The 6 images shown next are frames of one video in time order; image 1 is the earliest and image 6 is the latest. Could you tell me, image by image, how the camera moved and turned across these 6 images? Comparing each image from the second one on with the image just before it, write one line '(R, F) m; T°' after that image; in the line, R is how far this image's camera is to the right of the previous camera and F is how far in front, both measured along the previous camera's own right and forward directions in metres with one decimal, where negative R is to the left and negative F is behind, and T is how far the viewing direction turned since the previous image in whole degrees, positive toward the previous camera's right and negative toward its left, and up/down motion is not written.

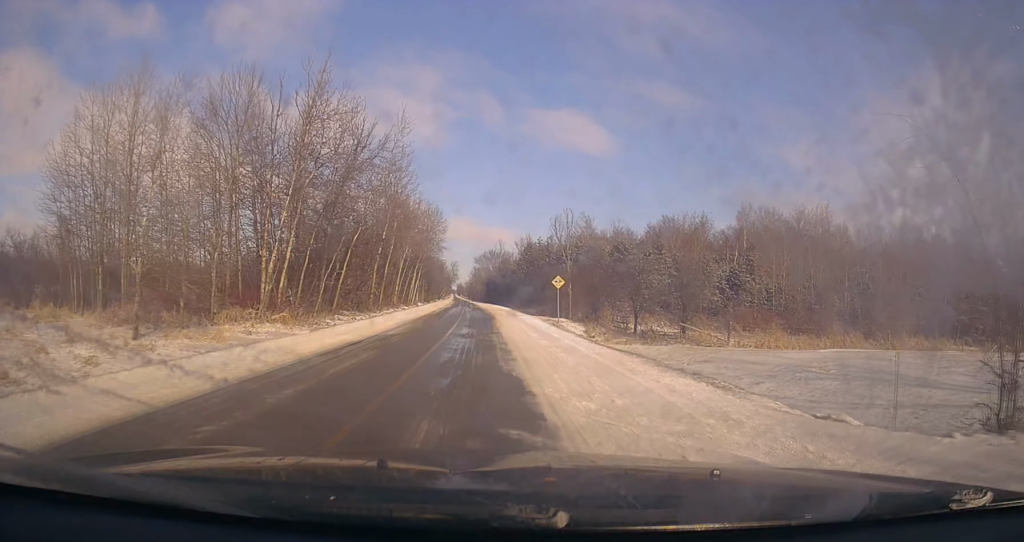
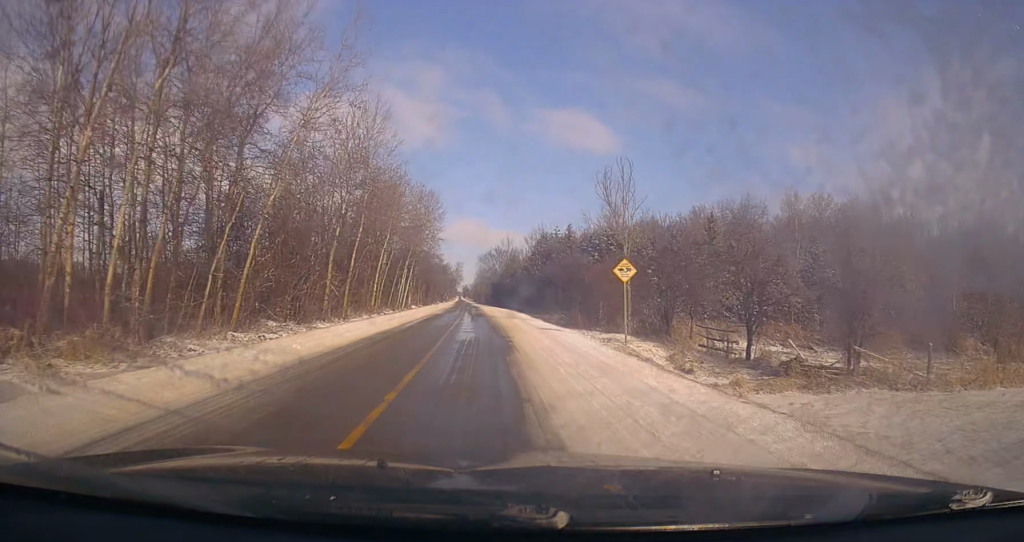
(-0.6, +17.4) m; 0°
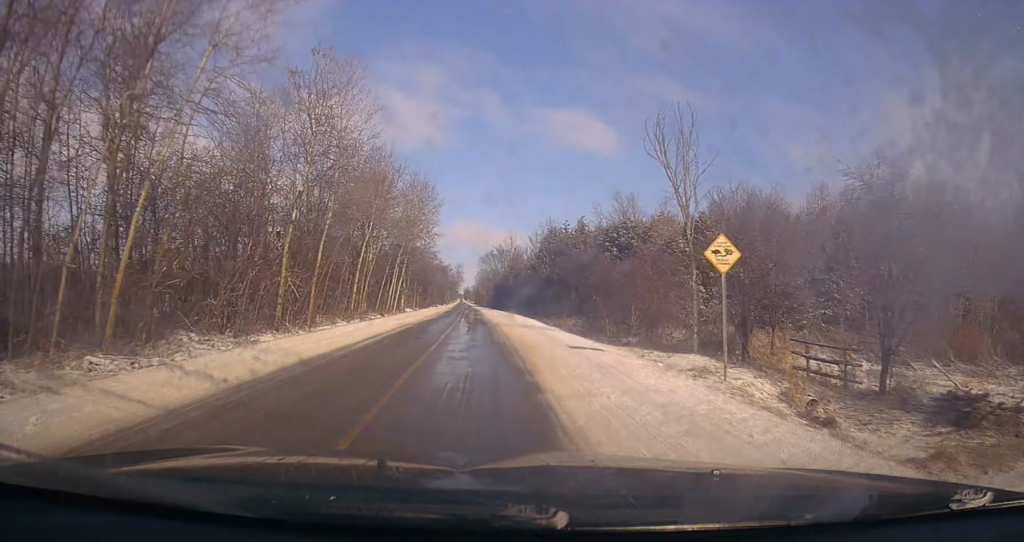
(+0.2, +9.0) m; 0°
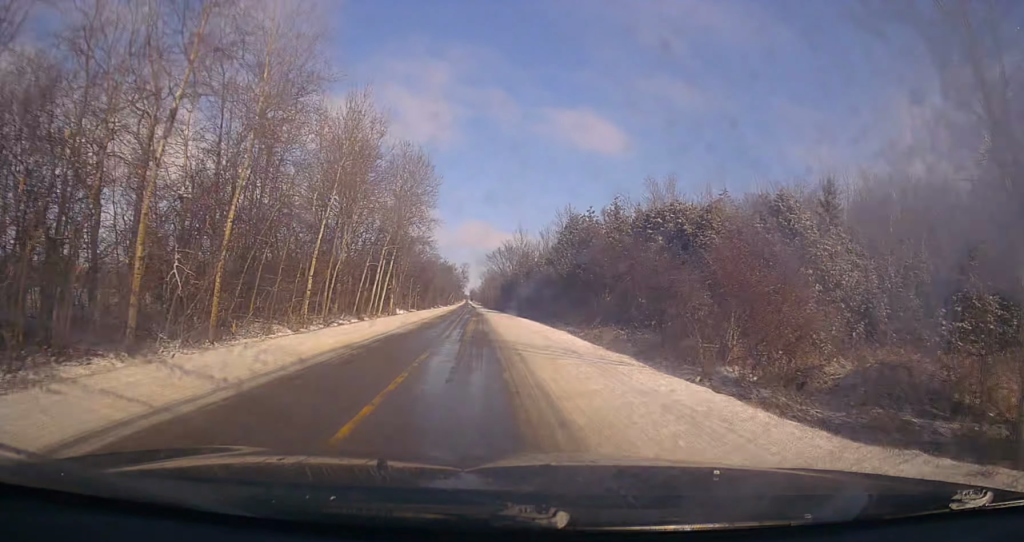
(+0.1, +13.2) m; -1°
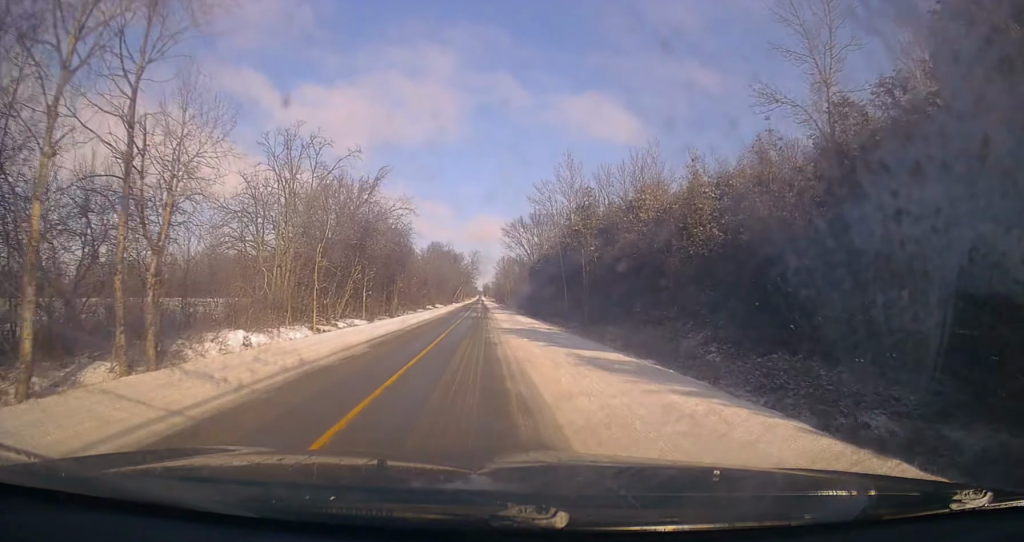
(-1.4, +53.7) m; -2°
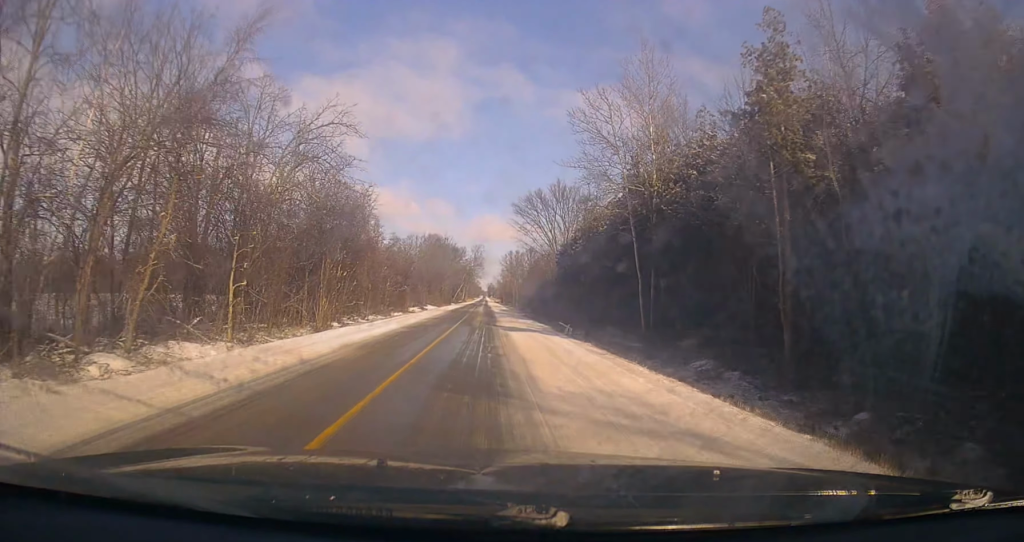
(-0.4, +28.2) m; 0°
